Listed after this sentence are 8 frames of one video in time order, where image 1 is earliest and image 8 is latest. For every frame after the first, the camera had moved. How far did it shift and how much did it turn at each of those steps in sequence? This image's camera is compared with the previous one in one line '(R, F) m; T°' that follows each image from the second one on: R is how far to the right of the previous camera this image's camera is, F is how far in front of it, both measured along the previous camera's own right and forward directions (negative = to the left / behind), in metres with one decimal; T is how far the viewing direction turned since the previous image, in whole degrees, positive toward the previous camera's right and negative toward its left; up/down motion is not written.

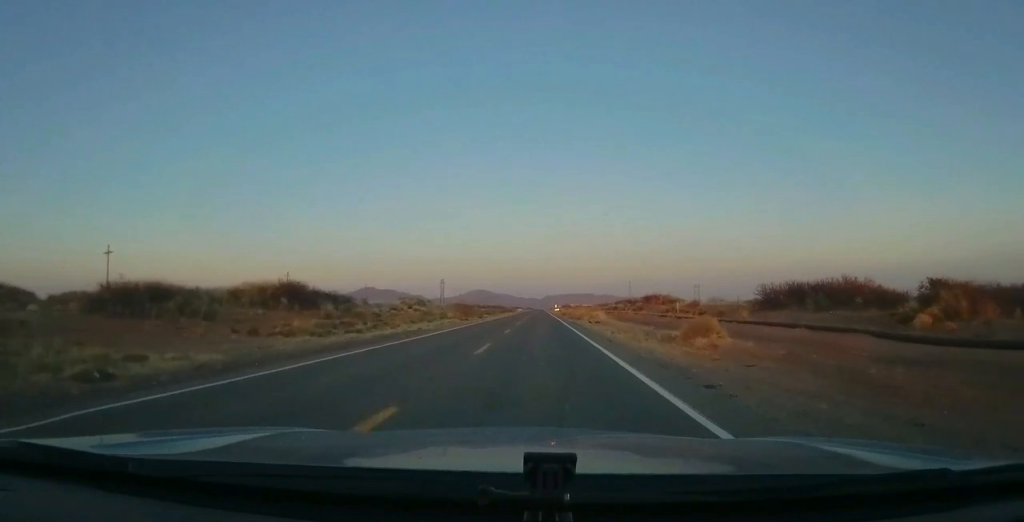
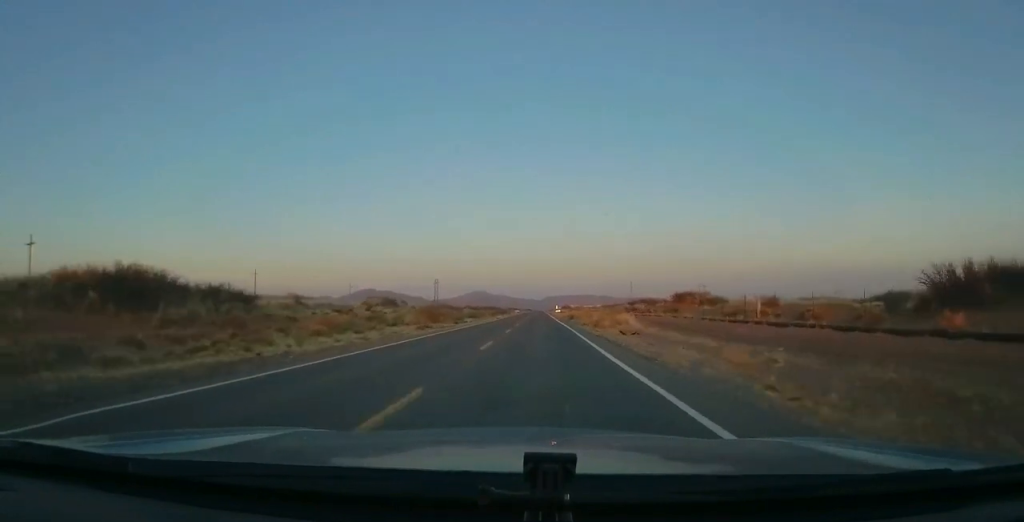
(-0.4, +21.7) m; -1°
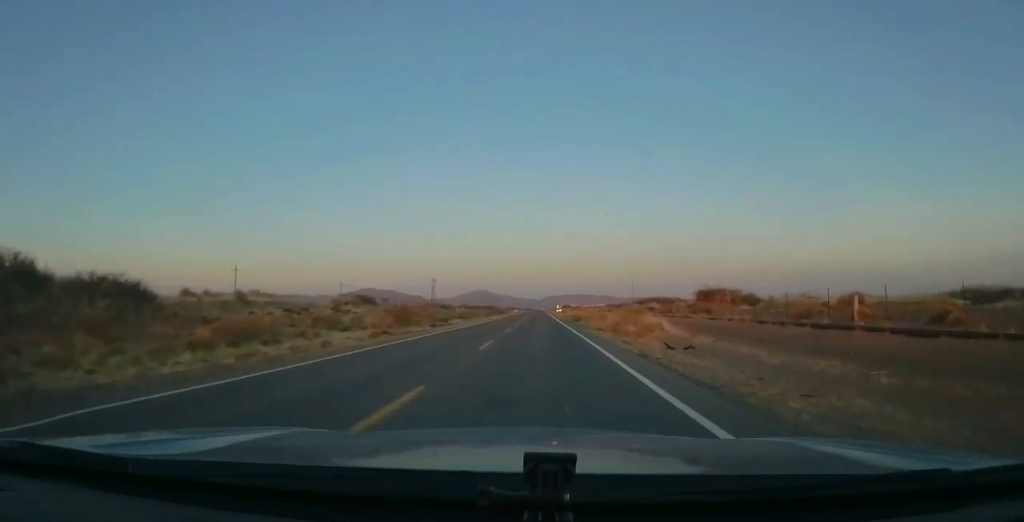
(0.0, +11.7) m; 0°
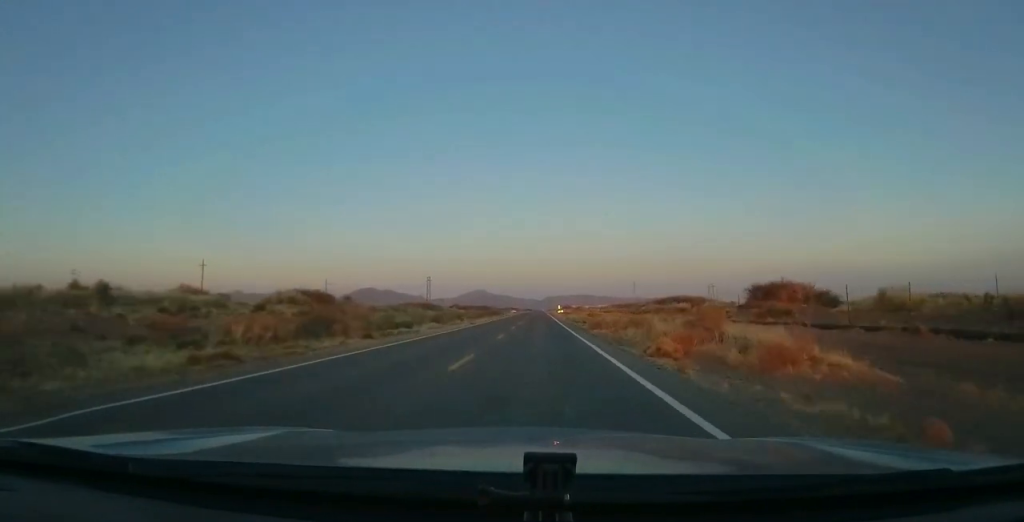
(0.0, +16.7) m; 0°
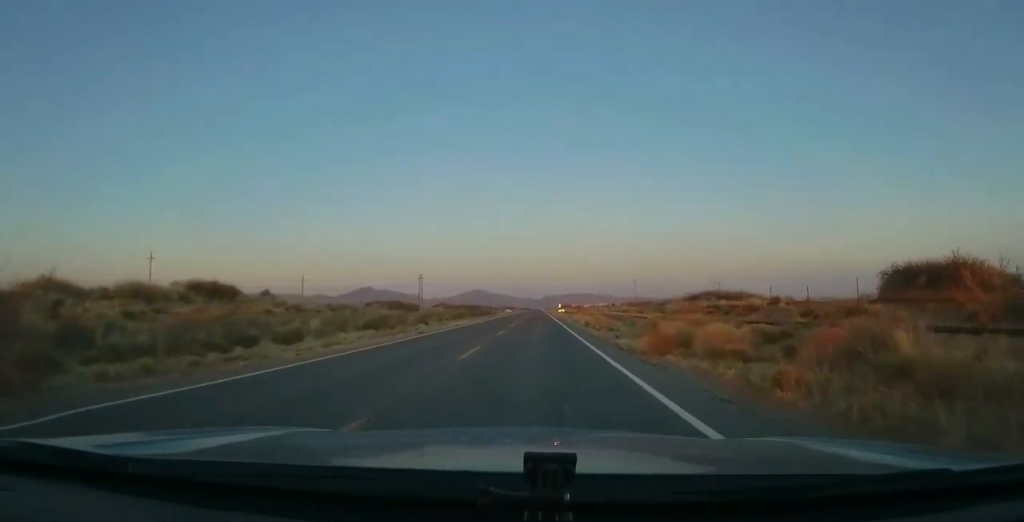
(0.0, +20.9) m; 0°
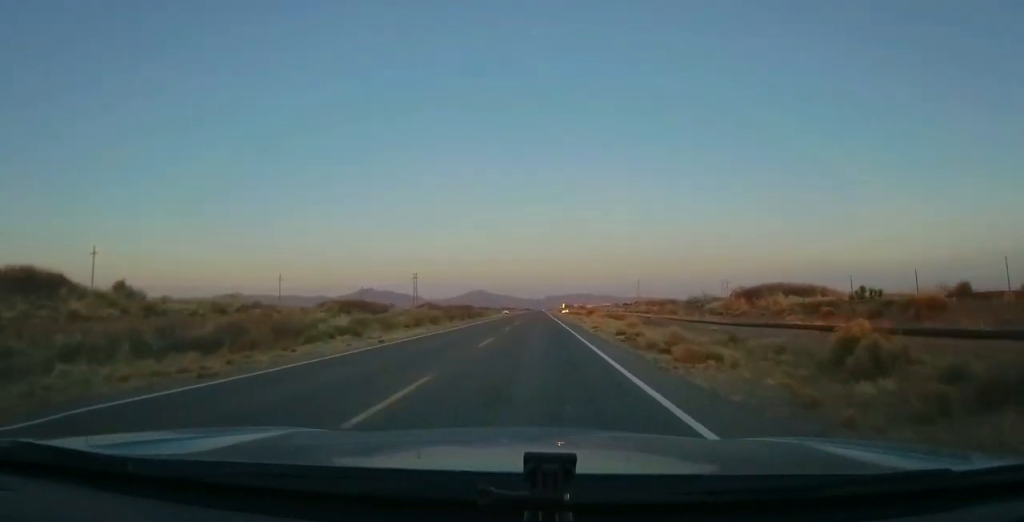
(0.0, +19.2) m; +1°
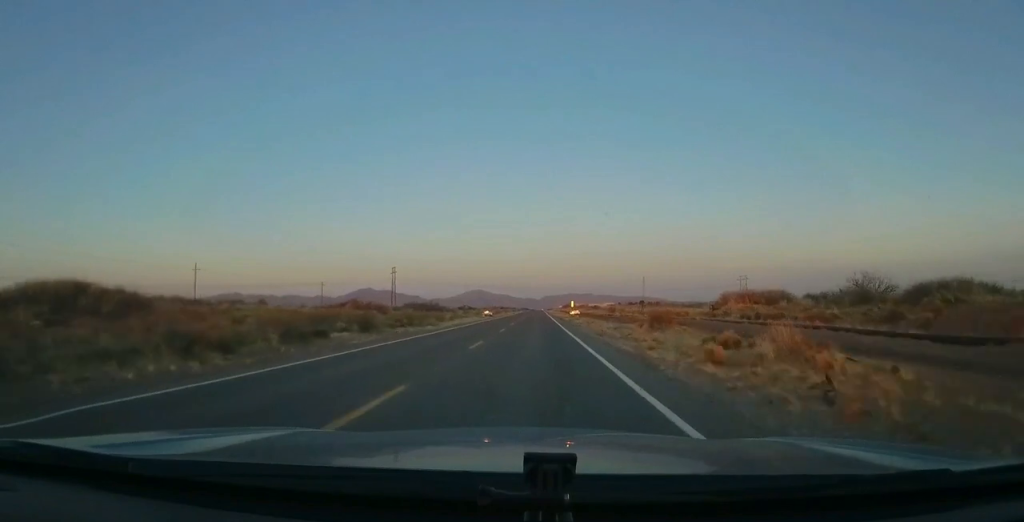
(+0.3, +47.7) m; -1°
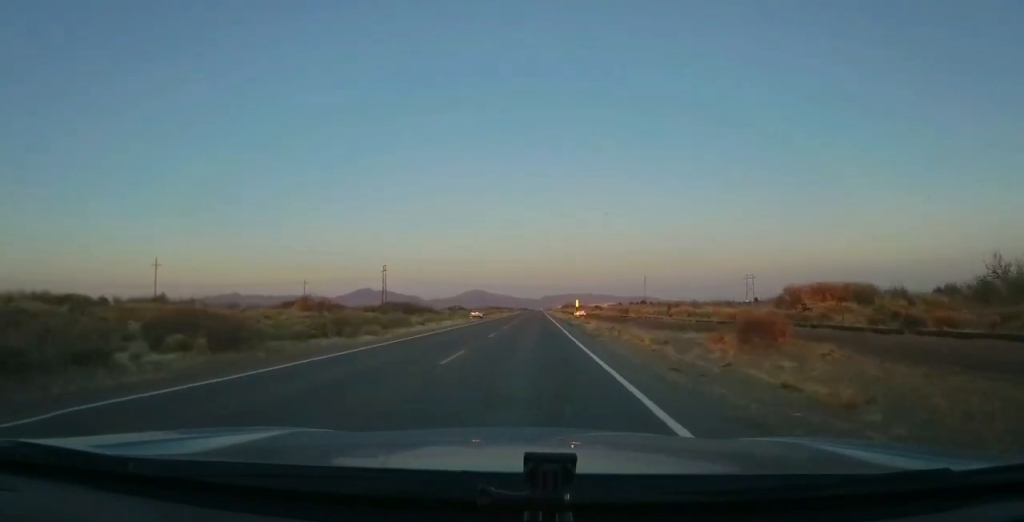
(-0.1, +15.9) m; 0°
